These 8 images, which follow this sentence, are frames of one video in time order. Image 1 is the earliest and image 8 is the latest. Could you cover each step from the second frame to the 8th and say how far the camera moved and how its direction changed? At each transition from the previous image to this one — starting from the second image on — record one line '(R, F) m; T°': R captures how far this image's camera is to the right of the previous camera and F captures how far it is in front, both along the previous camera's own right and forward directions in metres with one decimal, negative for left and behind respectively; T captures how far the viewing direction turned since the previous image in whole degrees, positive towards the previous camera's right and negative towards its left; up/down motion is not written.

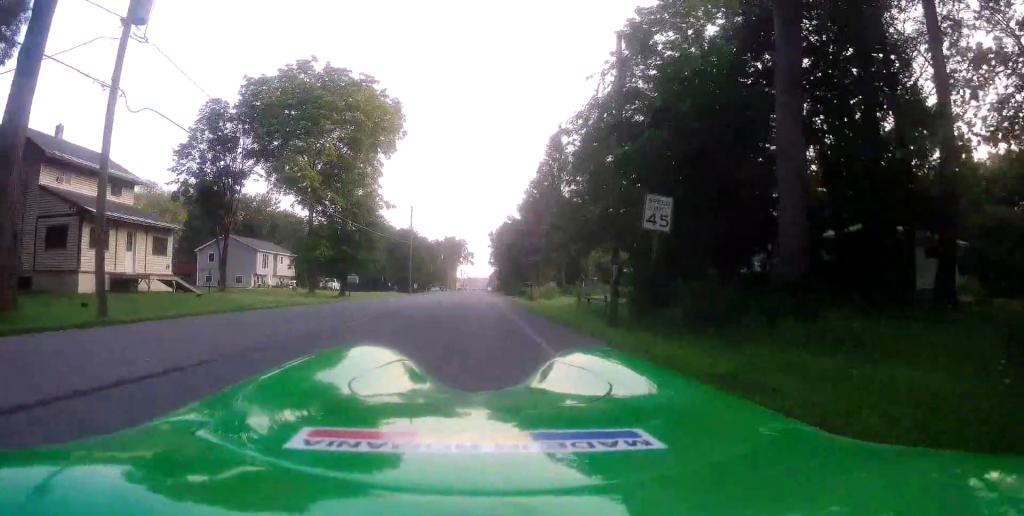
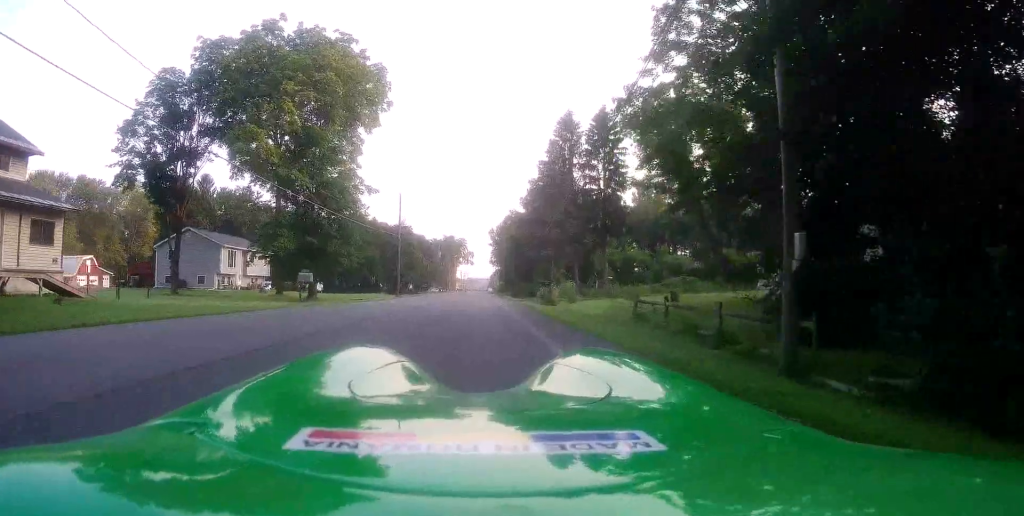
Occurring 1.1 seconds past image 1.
(-0.5, +10.0) m; -2°
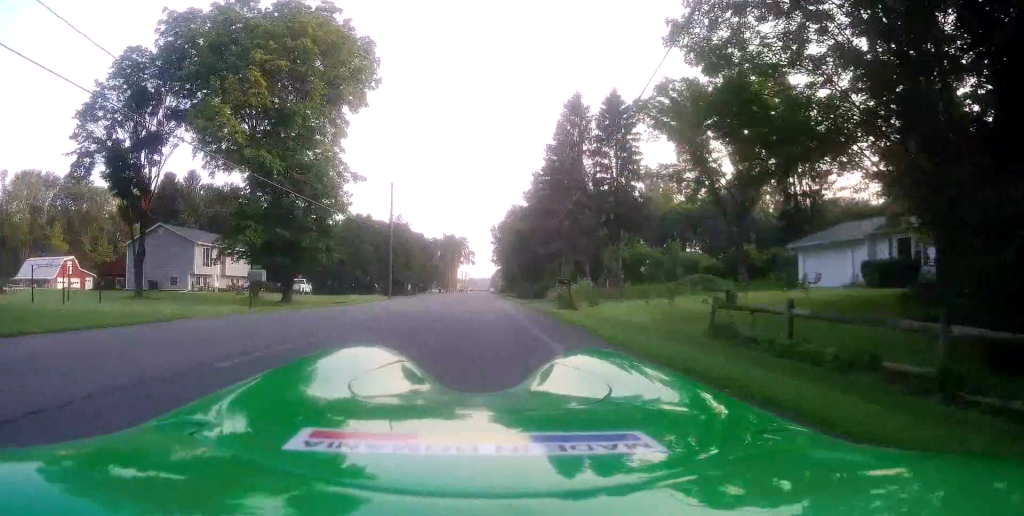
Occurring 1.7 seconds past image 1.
(-0.2, +5.7) m; +1°
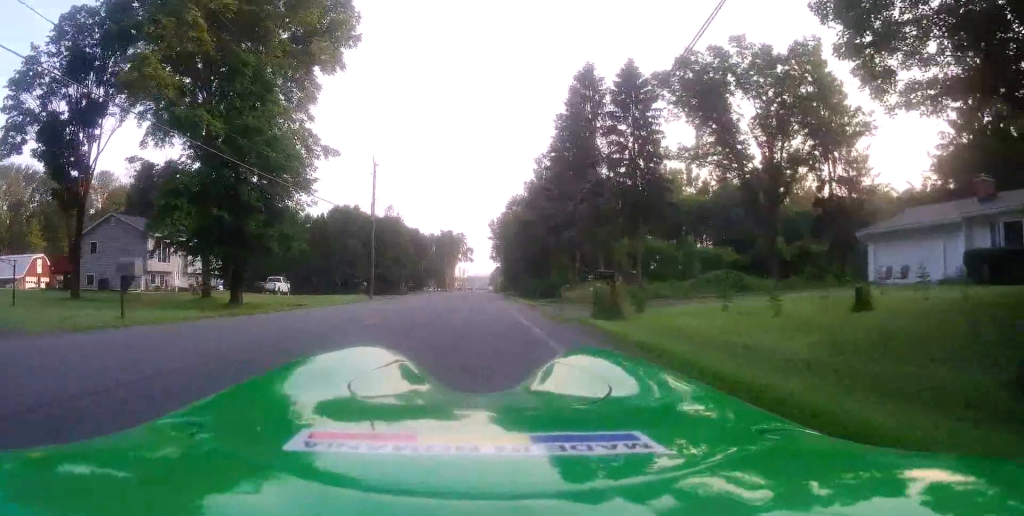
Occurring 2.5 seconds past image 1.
(+0.6, +7.6) m; +2°
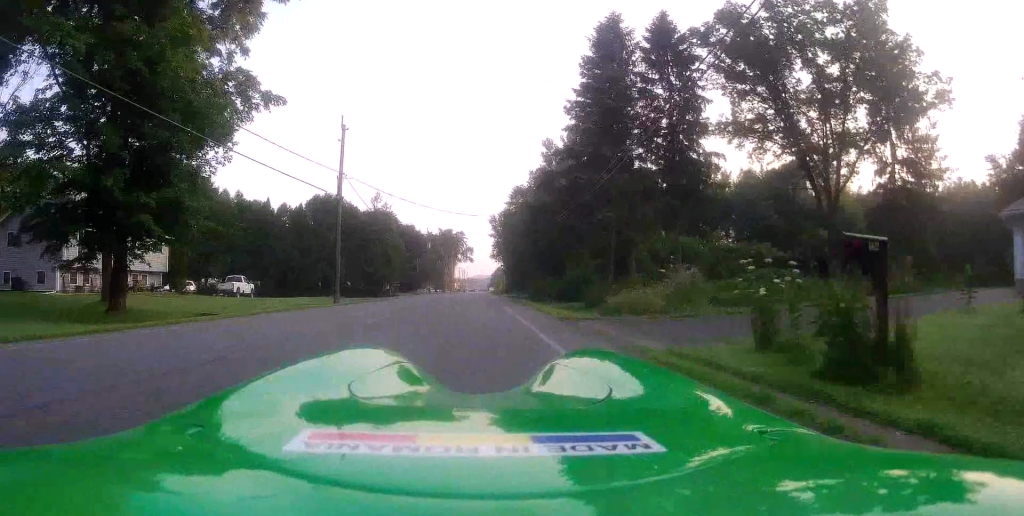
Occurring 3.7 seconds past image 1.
(-0.3, +10.4) m; -4°
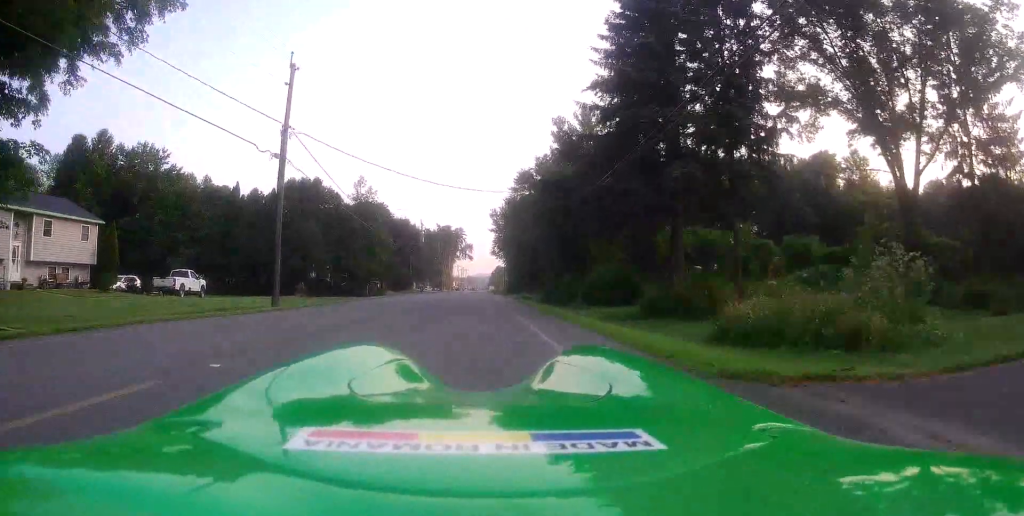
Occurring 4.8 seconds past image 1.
(-0.2, +10.0) m; +2°
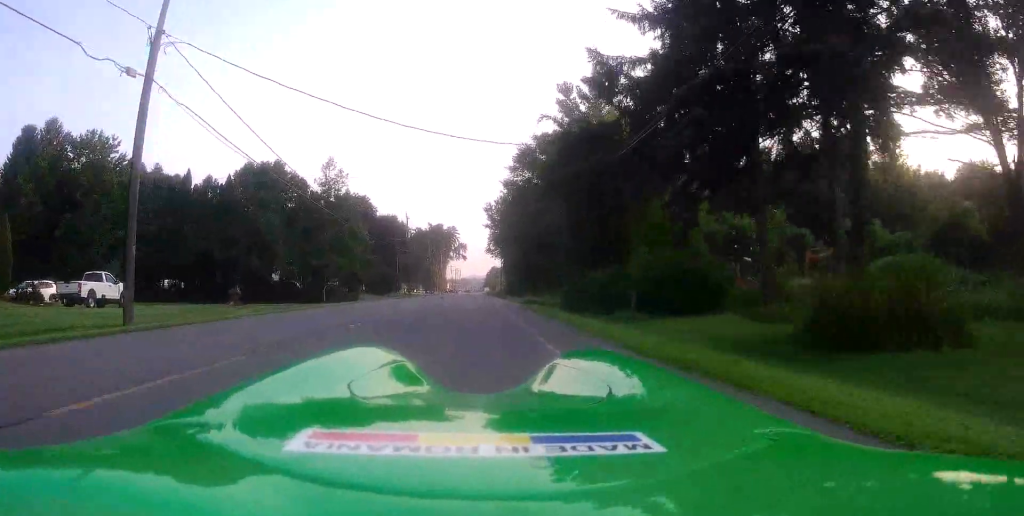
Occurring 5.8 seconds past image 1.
(+0.6, +10.0) m; +2°
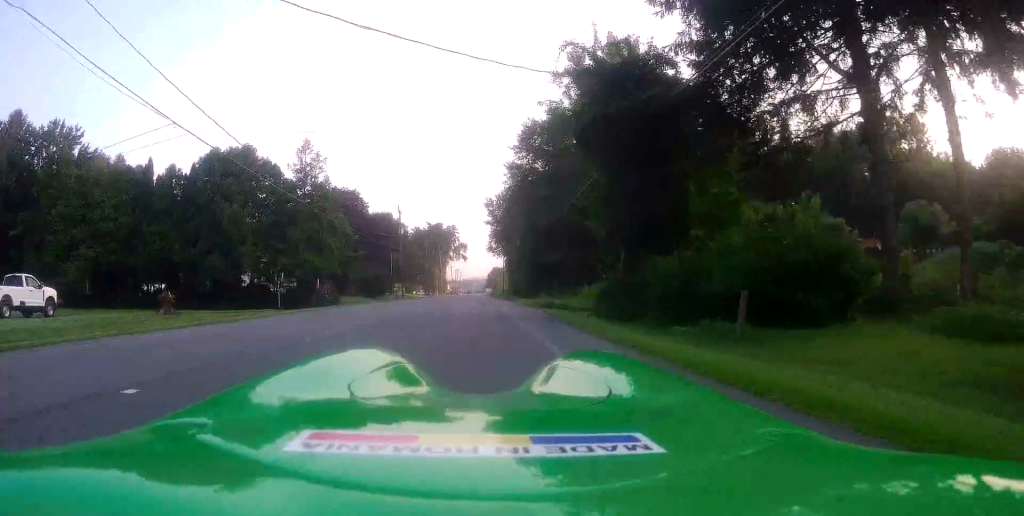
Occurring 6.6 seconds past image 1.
(-0.2, +7.4) m; -2°
